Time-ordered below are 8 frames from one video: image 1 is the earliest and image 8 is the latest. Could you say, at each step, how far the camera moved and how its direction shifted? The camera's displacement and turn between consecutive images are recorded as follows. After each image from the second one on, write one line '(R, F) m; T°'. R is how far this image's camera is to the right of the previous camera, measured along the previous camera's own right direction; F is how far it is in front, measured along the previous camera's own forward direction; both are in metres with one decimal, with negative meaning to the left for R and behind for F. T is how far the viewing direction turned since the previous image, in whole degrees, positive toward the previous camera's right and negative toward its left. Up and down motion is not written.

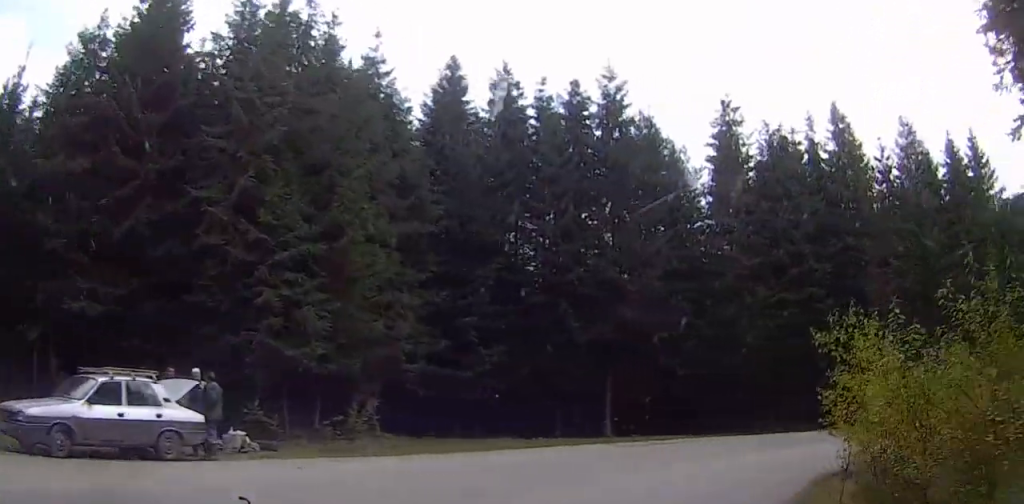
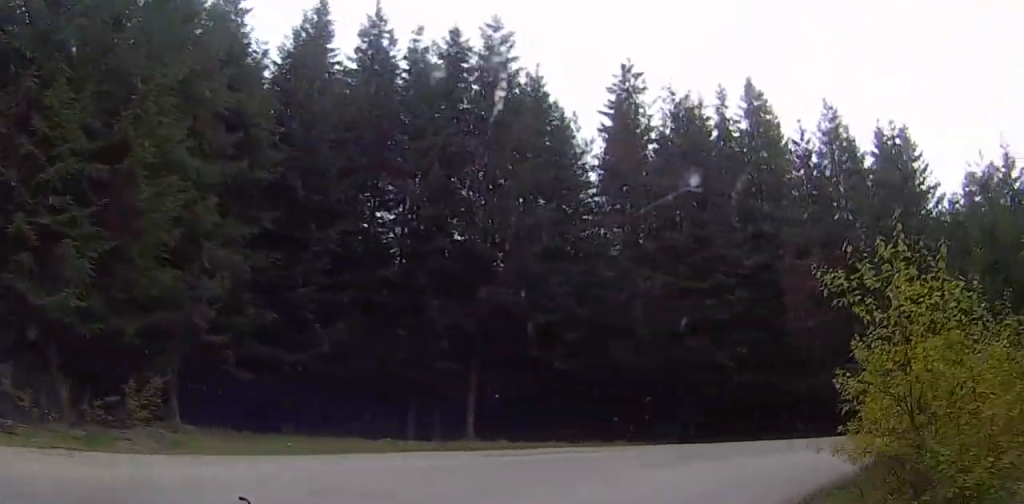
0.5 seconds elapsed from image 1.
(+0.6, +5.8) m; +4°
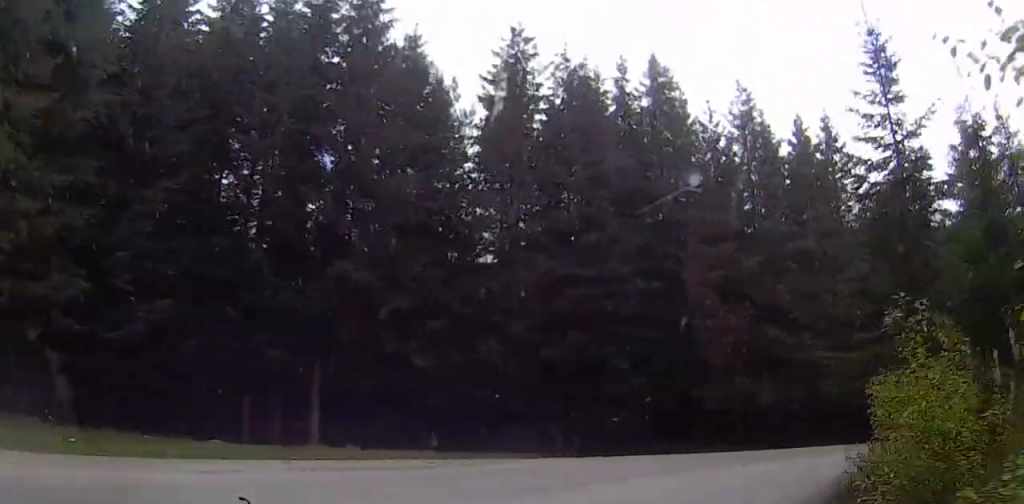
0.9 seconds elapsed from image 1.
(+0.2, +5.1) m; +3°
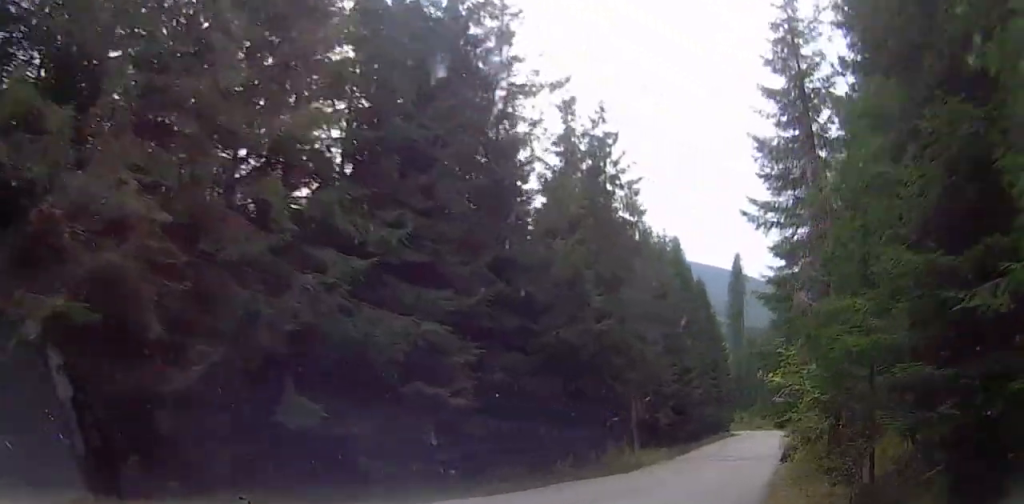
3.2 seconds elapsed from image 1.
(+8.2, +21.9) m; +46°
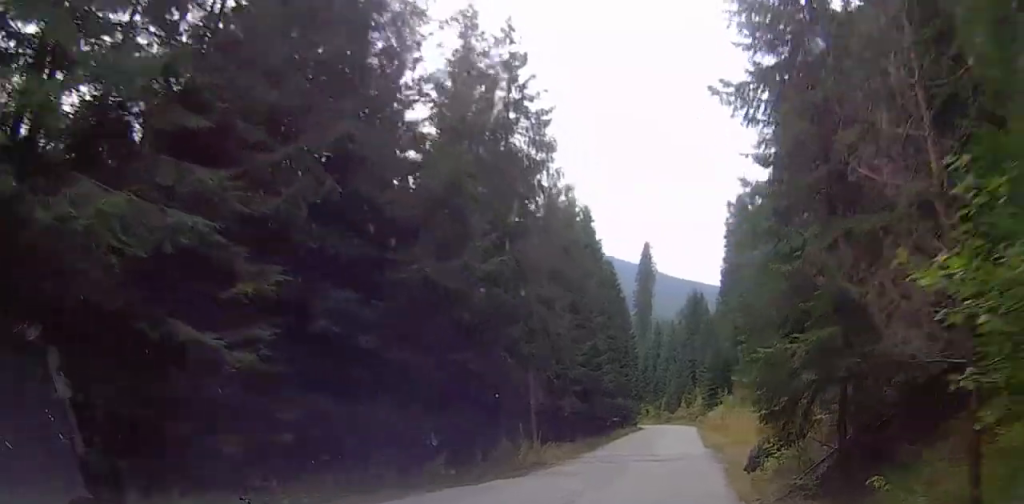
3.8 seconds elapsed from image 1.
(+0.4, +6.1) m; +9°
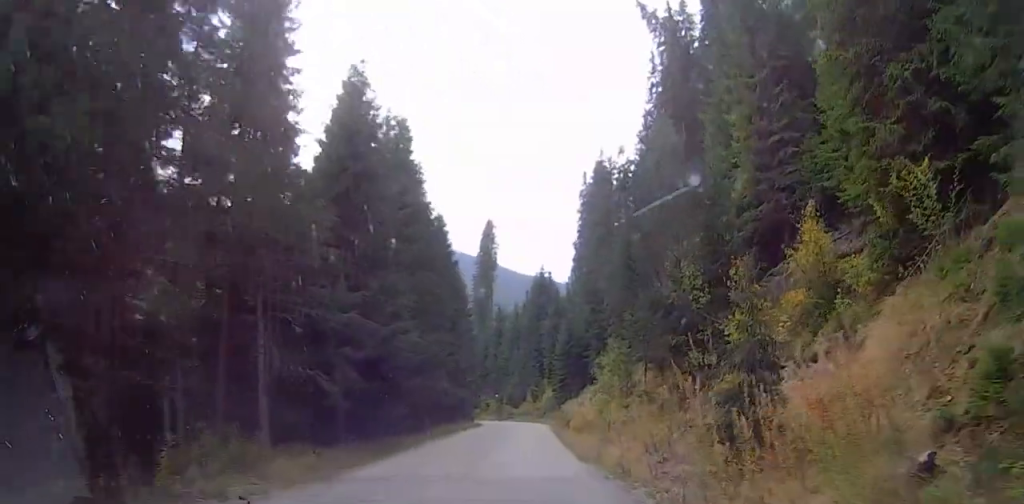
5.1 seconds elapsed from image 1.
(+1.9, +15.4) m; +8°
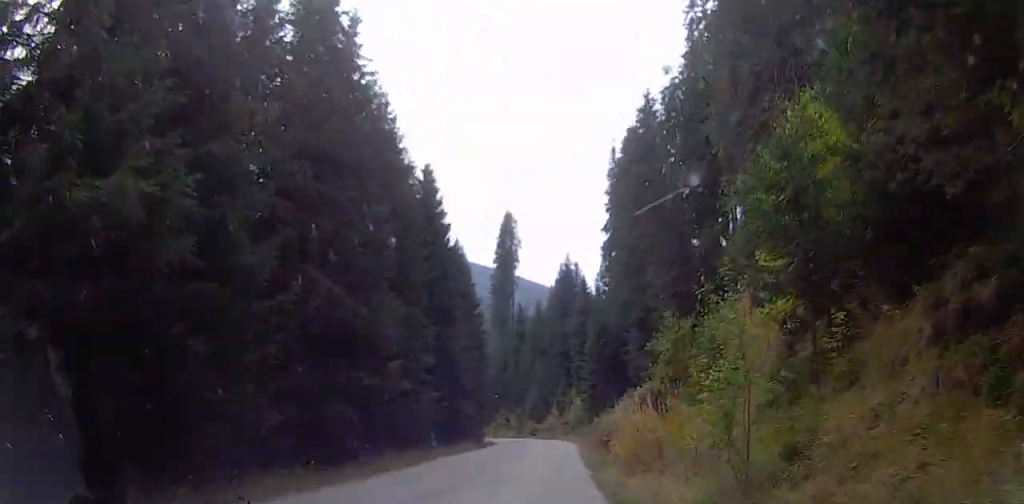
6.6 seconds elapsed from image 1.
(+0.5, +18.0) m; +3°
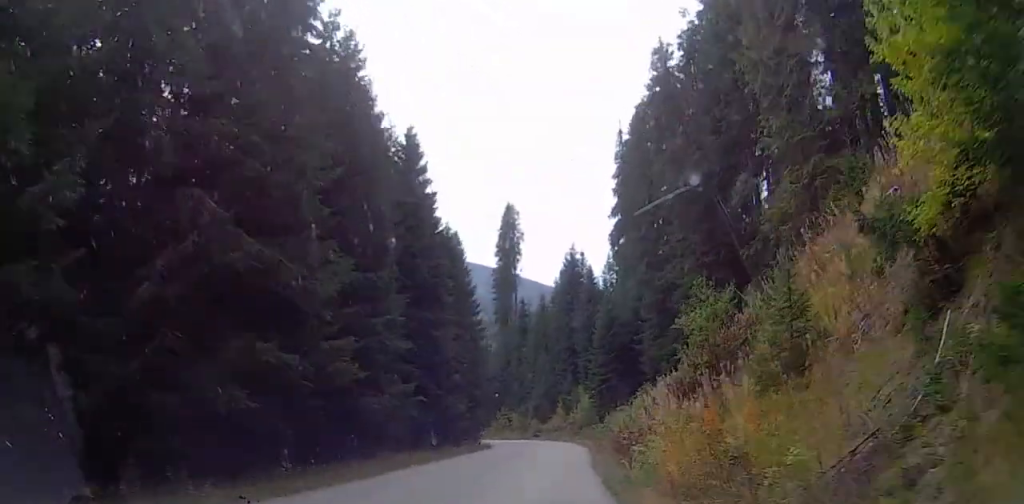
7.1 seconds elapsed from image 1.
(+0.1, +7.4) m; +1°
